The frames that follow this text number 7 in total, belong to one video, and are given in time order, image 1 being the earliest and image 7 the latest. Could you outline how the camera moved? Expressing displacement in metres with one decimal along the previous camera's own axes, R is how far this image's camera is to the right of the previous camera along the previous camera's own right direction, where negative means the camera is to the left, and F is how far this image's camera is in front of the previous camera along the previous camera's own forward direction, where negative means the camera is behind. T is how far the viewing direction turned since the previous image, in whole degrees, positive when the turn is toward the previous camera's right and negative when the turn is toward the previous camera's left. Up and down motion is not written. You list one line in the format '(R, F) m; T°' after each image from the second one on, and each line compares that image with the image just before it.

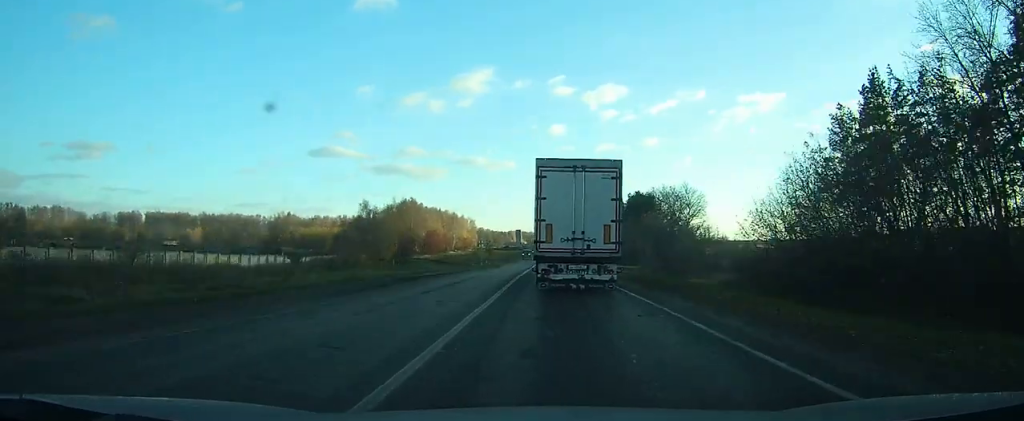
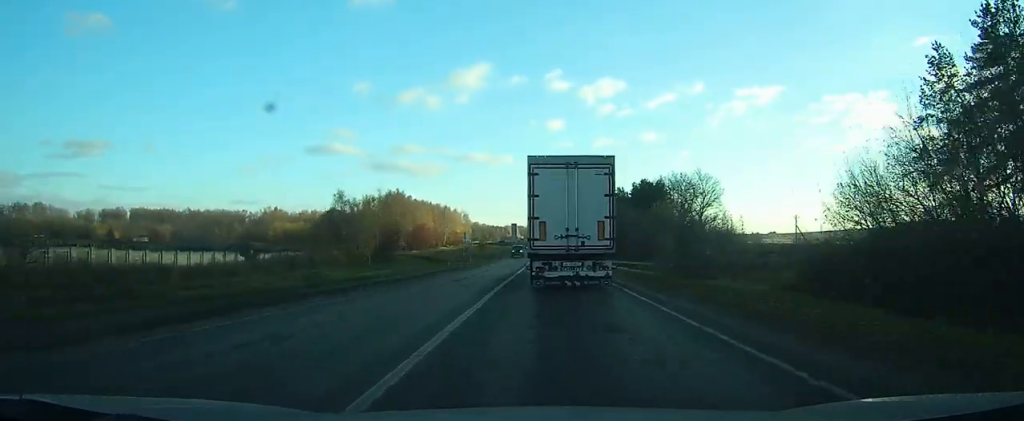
(0.0, +15.3) m; 0°
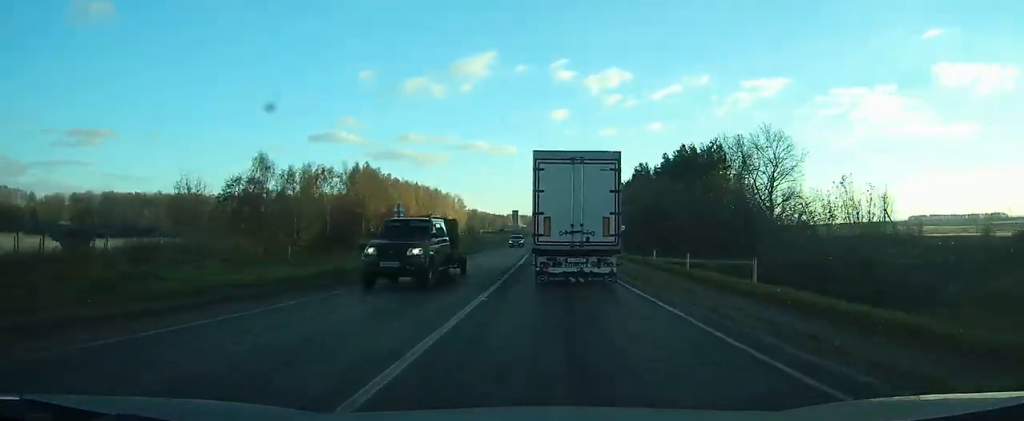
(-0.1, +36.7) m; 0°
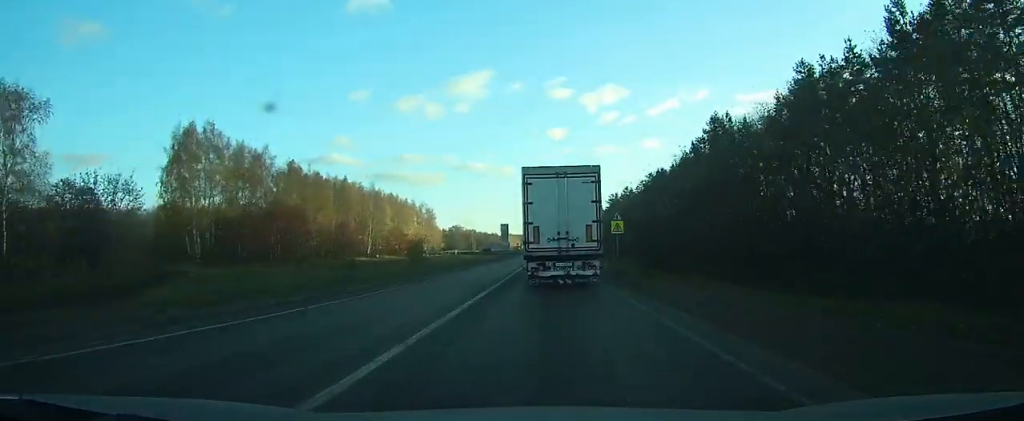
(0.0, +70.0) m; -1°
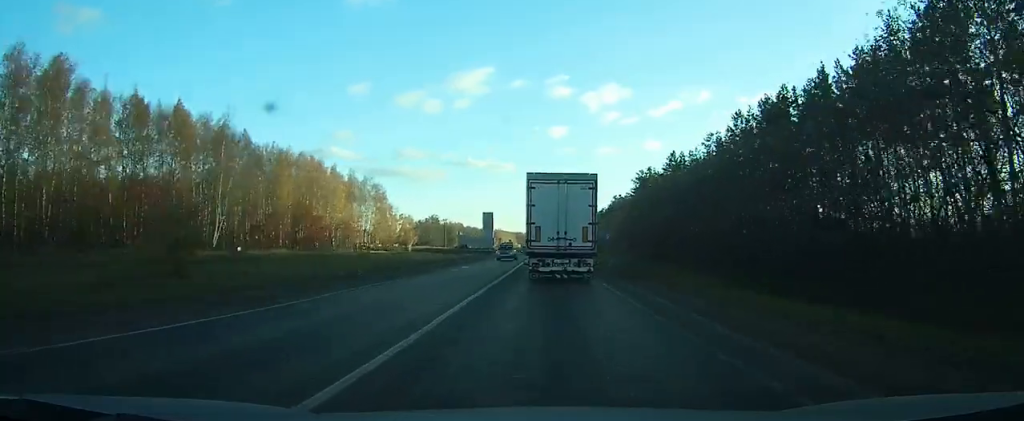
(-0.3, +67.7) m; 0°
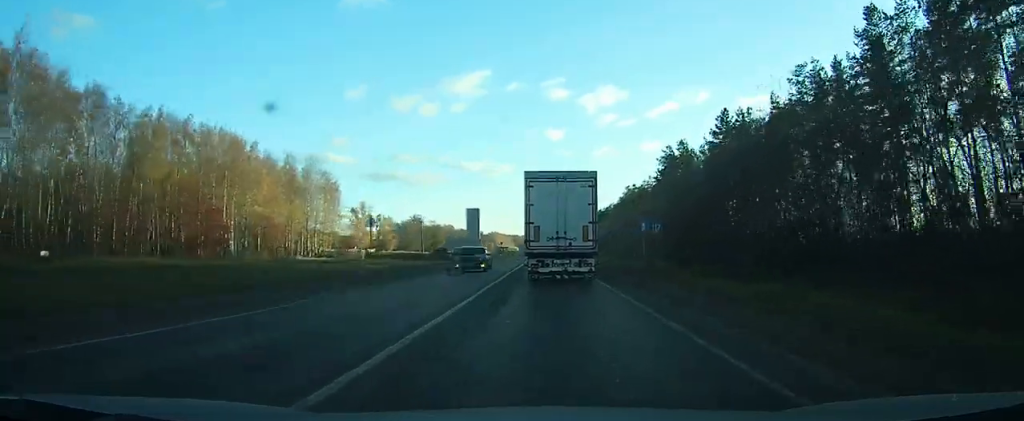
(+0.1, +34.2) m; 0°
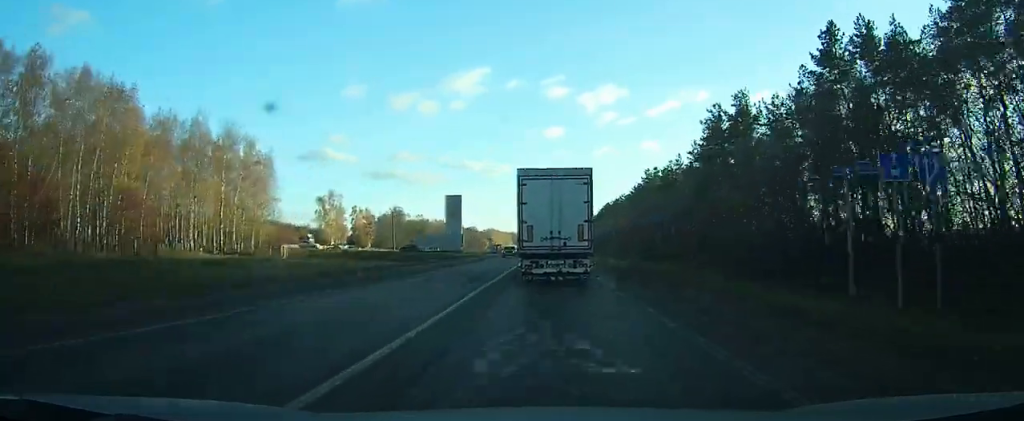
(0.0, +29.5) m; 0°
